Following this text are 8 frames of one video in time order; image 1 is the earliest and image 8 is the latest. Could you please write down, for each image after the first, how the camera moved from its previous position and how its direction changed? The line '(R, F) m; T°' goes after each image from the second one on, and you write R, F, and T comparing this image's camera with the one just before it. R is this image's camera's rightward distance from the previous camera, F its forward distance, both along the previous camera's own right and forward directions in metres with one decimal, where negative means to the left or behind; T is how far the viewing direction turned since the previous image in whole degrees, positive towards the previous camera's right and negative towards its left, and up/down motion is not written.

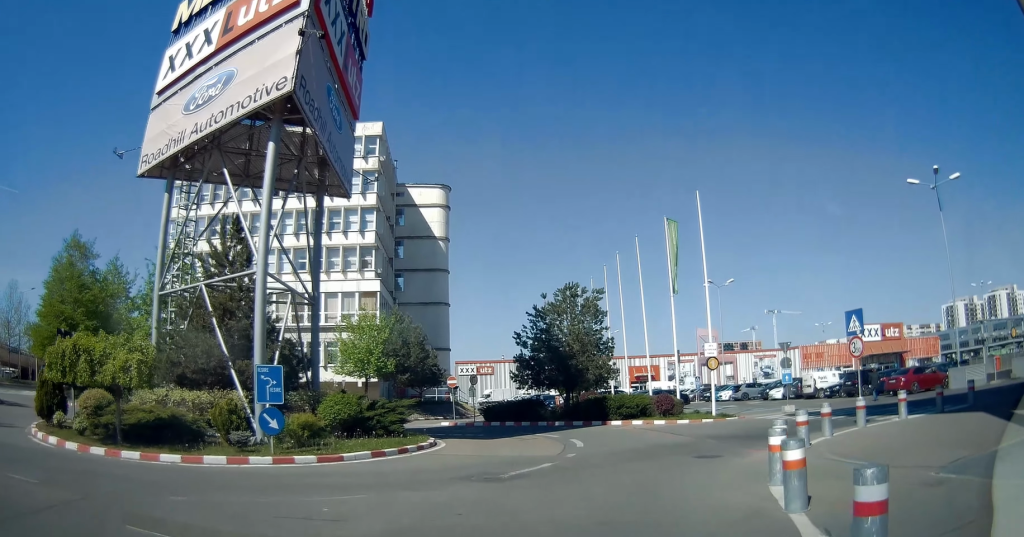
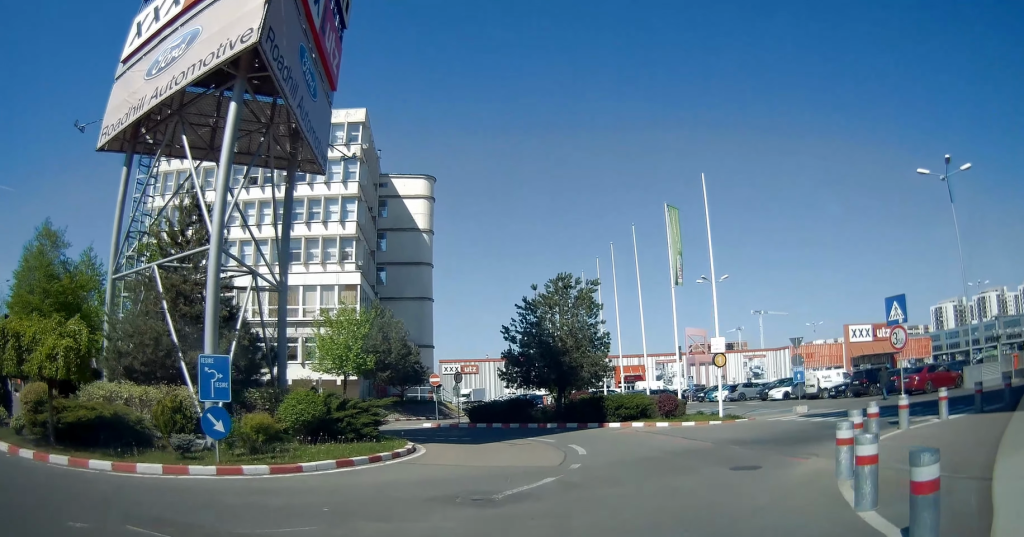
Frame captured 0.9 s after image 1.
(0.0, +3.2) m; 0°
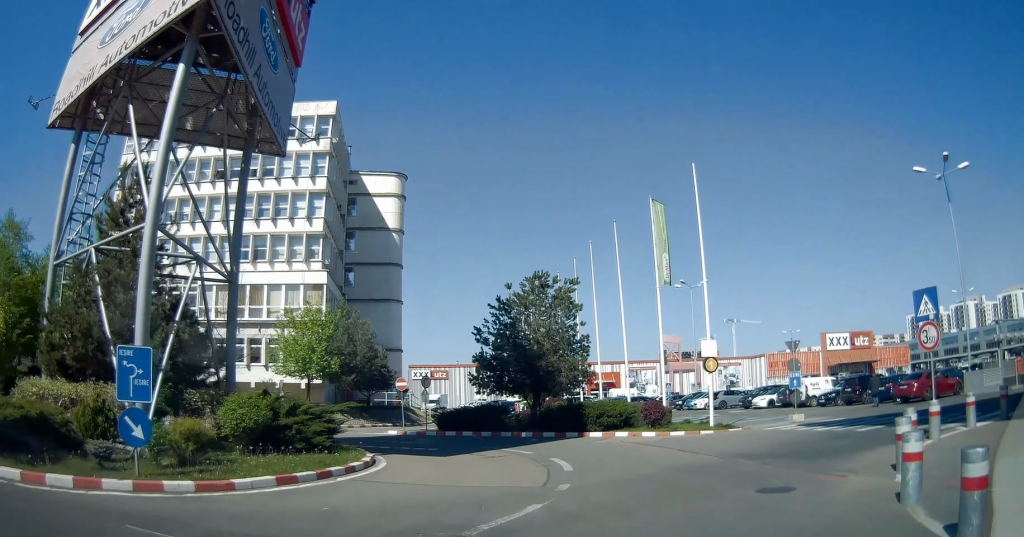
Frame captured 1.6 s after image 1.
(0.0, +2.4) m; +1°
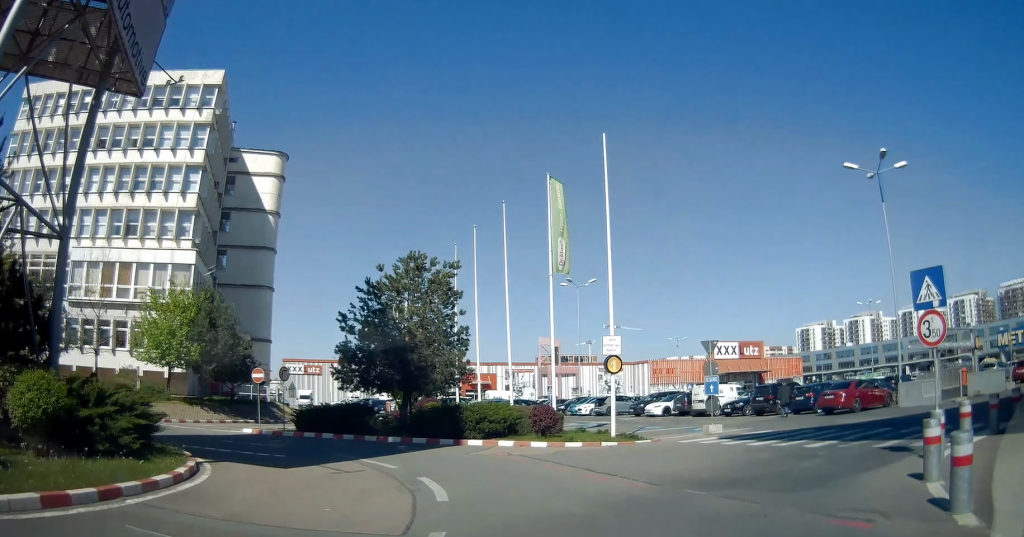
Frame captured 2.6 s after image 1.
(0.0, +3.6) m; +2°
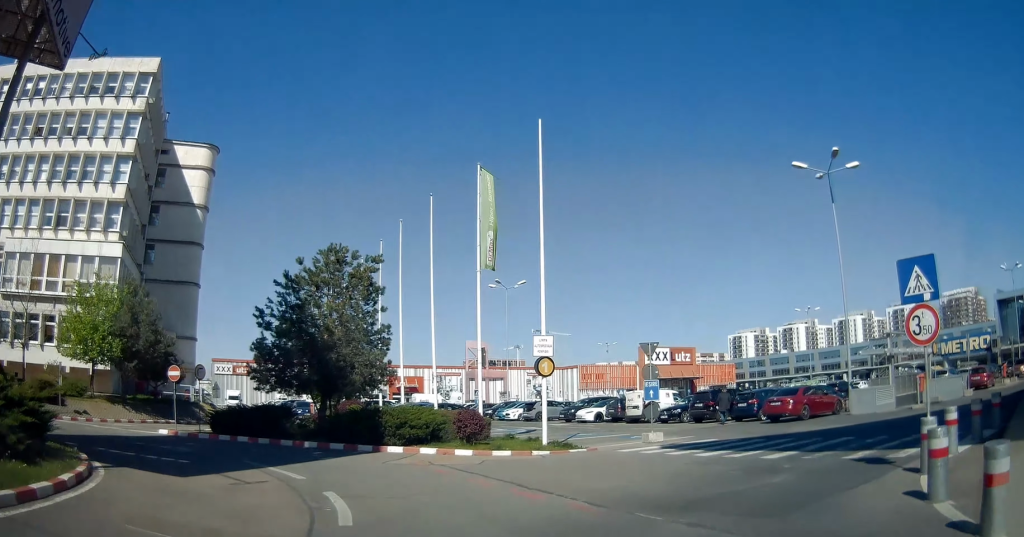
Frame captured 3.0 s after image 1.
(+0.1, +1.7) m; +1°
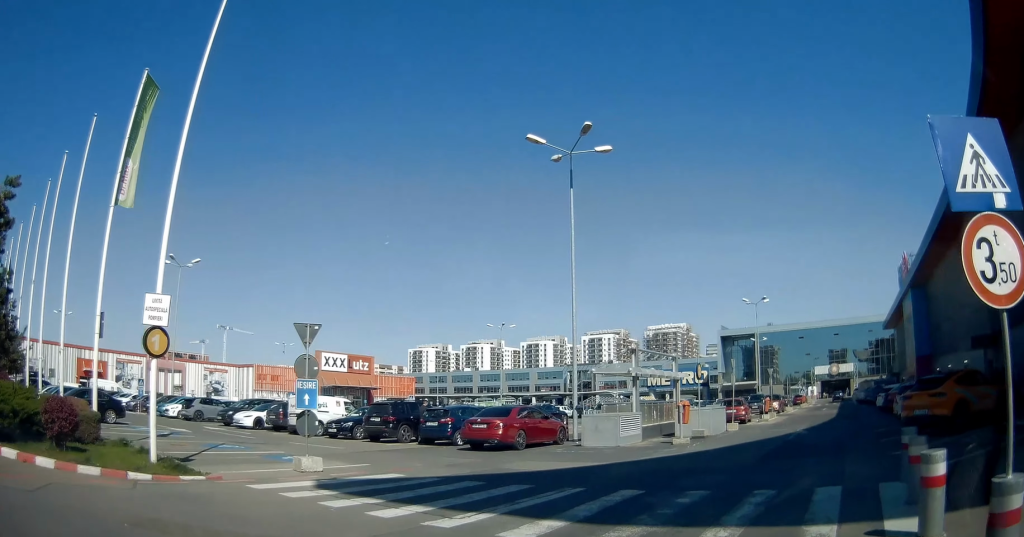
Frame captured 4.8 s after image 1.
(+1.1, +7.5) m; +33°
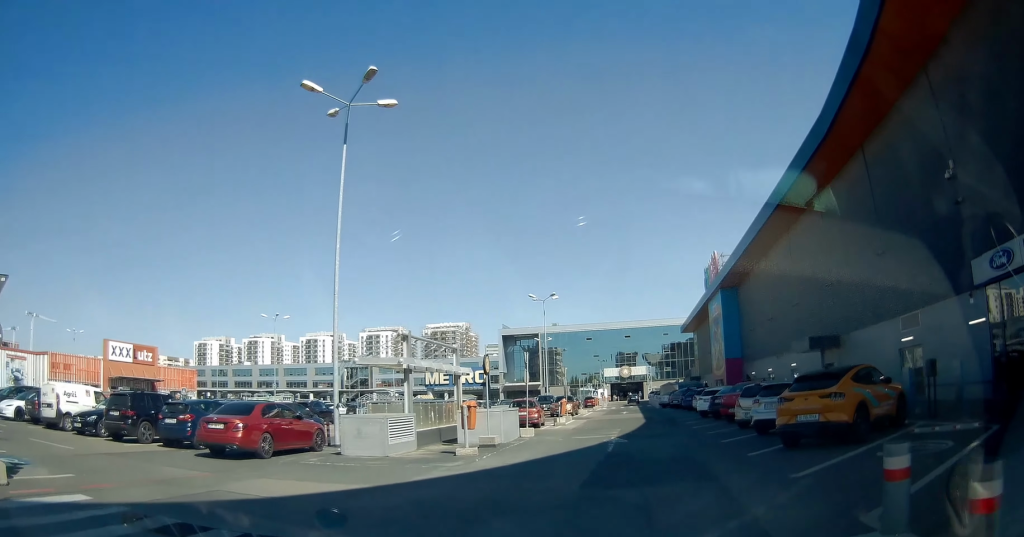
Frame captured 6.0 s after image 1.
(+1.7, +4.6) m; +25°
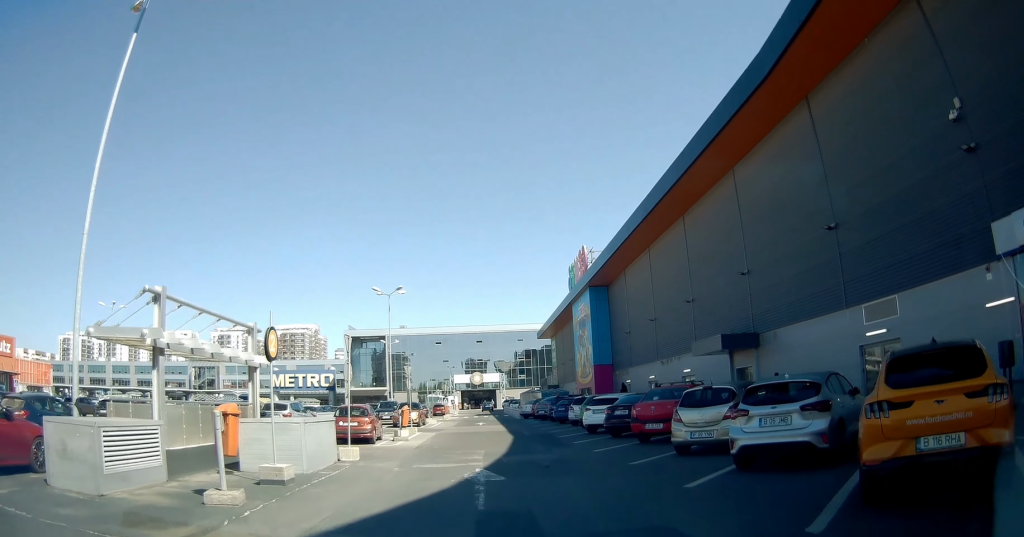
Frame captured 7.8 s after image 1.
(+0.3, +8.0) m; +2°
